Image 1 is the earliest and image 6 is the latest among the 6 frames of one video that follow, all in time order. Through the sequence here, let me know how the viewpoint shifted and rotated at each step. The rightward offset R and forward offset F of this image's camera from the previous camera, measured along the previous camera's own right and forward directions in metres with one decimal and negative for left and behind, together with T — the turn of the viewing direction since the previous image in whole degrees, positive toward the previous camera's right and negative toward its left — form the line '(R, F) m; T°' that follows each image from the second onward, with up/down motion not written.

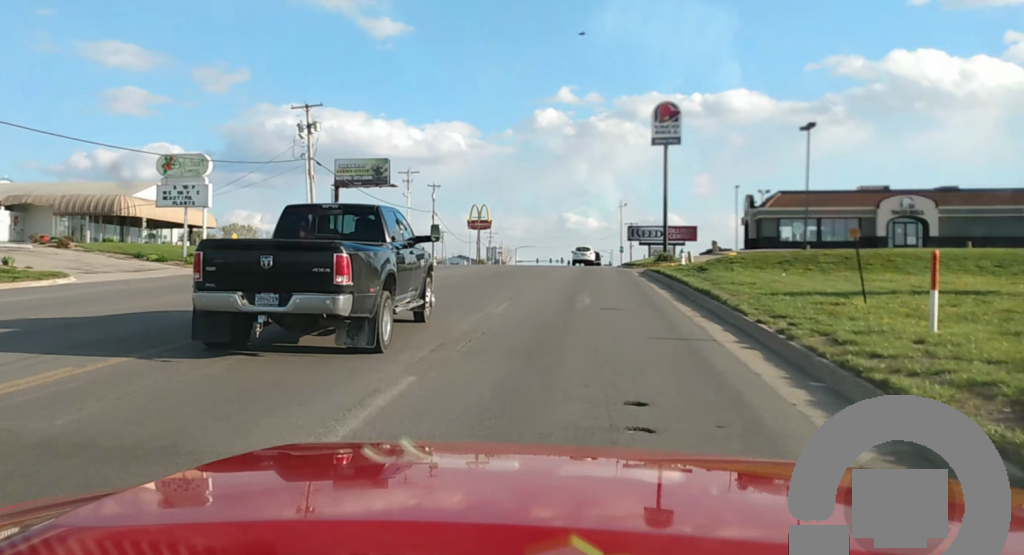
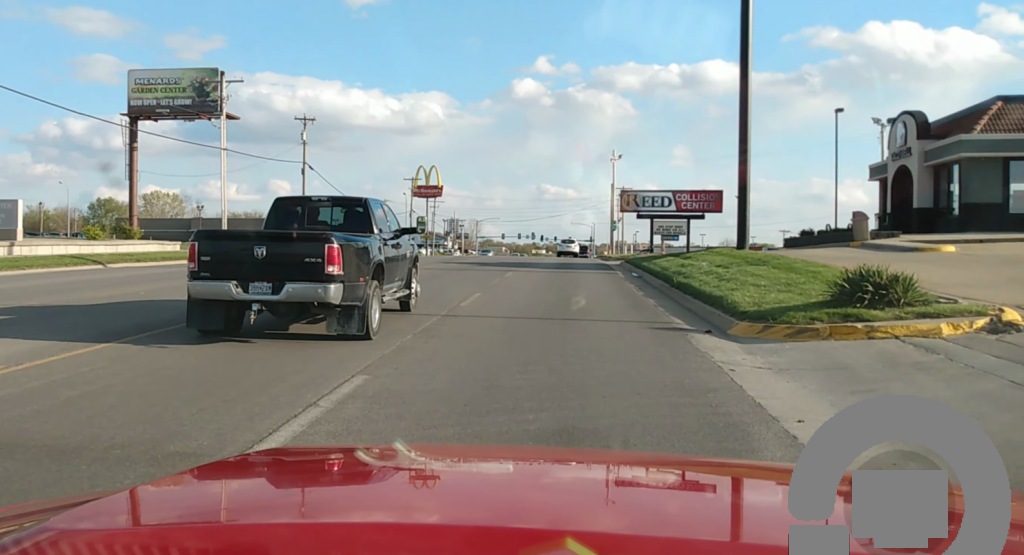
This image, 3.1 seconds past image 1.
(-0.4, +49.0) m; -1°
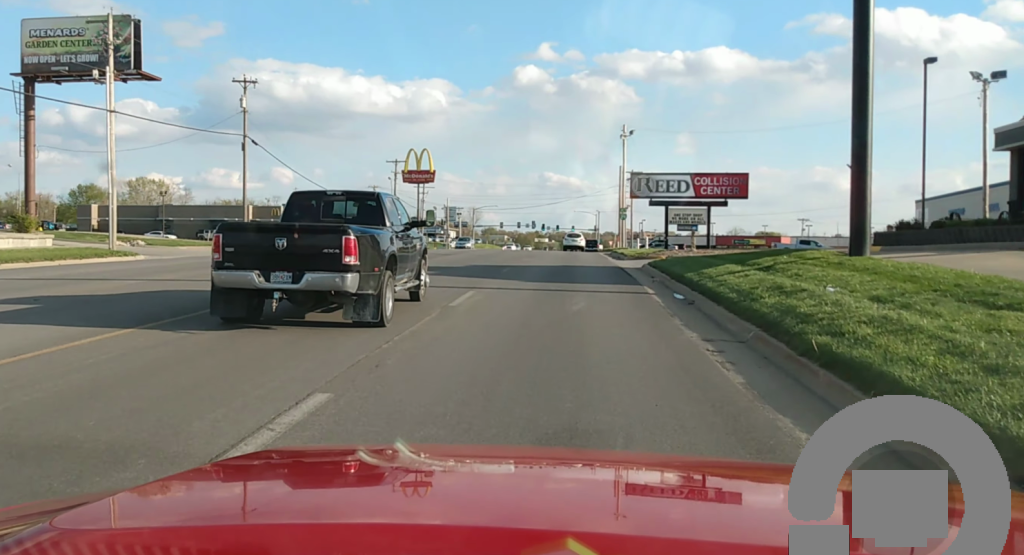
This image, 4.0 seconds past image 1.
(+0.3, +13.9) m; +1°
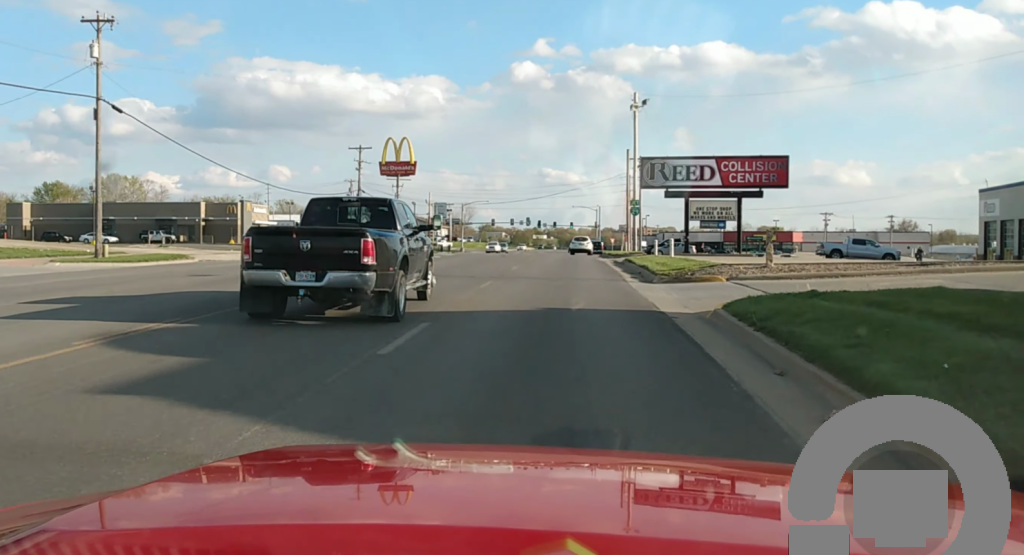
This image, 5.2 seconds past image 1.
(-0.1, +18.1) m; 0°
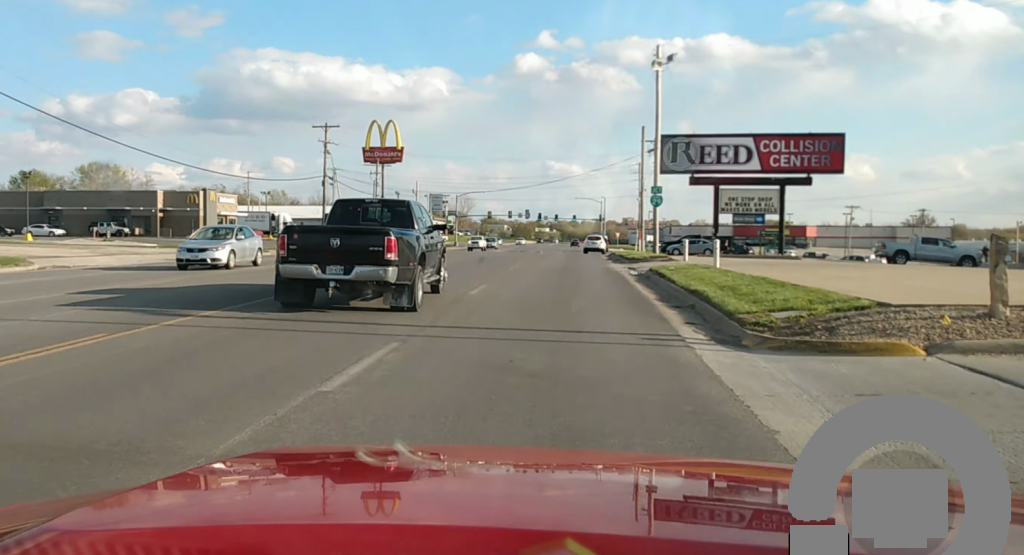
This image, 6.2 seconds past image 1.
(+0.2, +15.2) m; 0°
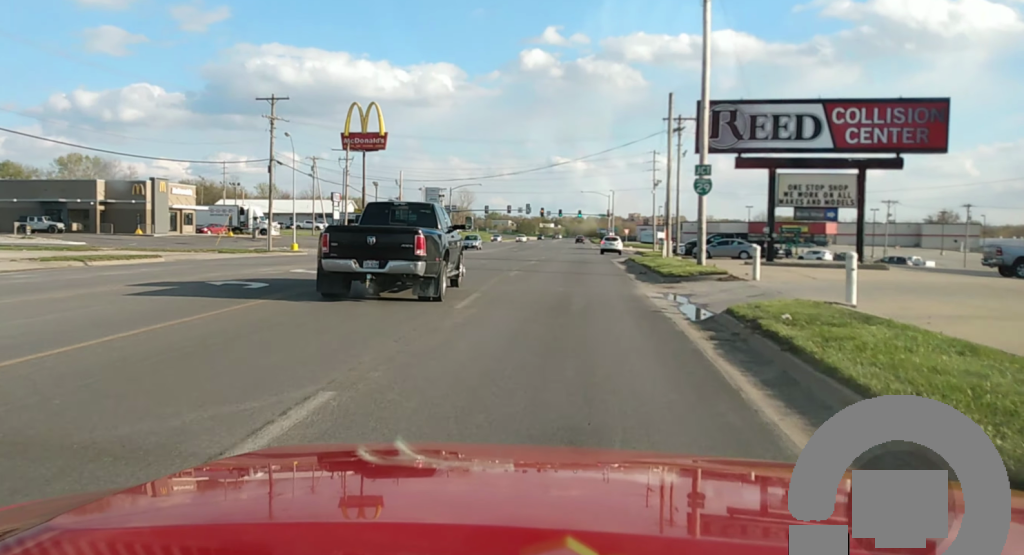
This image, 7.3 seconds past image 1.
(-0.1, +16.0) m; -2°
